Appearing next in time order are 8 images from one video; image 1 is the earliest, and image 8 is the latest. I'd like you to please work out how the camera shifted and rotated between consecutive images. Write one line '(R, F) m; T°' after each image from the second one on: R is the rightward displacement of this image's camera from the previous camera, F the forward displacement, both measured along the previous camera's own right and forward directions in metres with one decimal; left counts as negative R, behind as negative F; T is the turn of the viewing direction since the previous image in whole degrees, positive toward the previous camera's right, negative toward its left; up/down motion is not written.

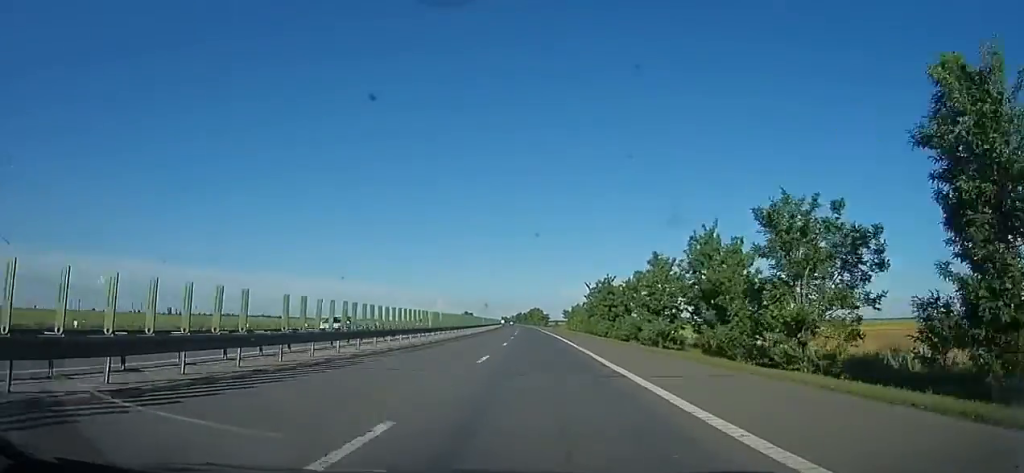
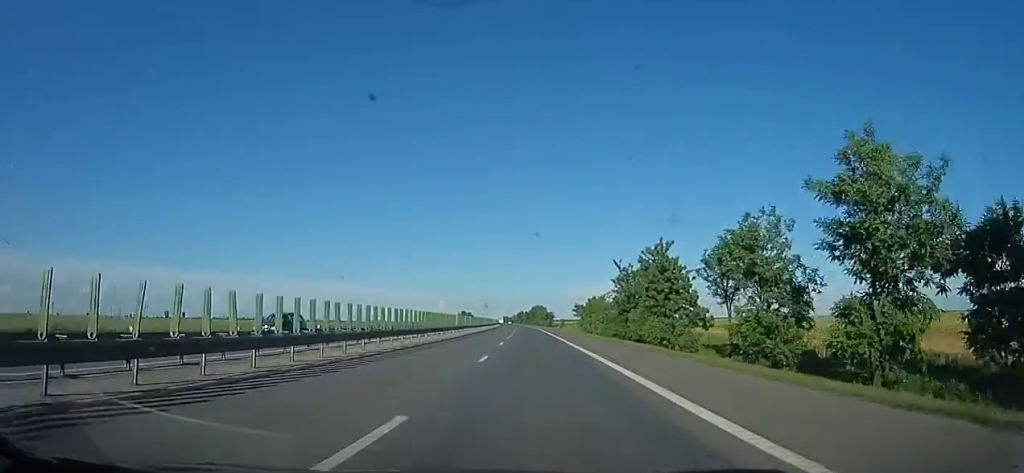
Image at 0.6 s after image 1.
(-0.7, +23.4) m; -2°
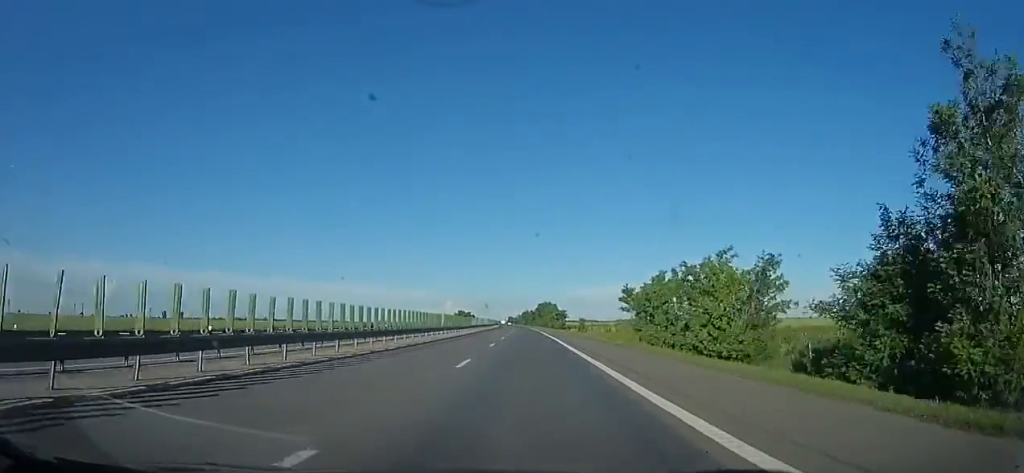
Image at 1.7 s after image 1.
(-0.3, +37.6) m; -1°
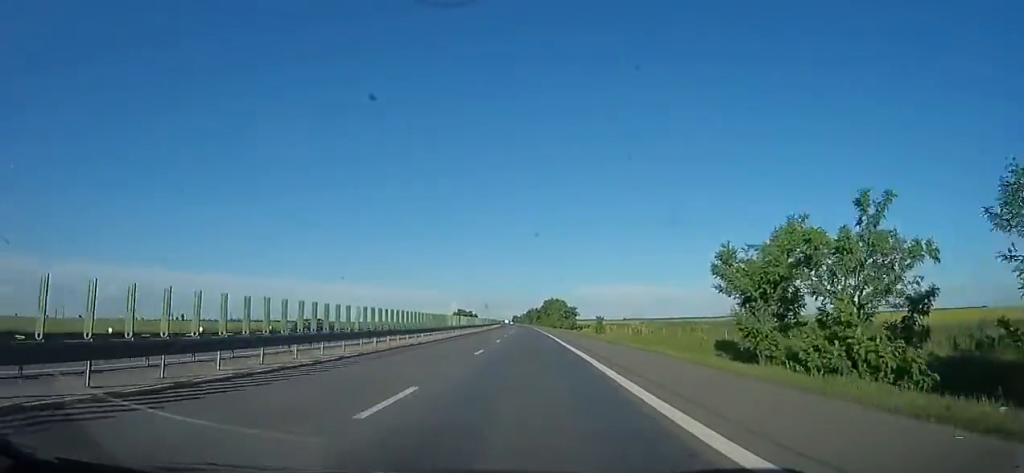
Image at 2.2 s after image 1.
(0.0, +19.1) m; 0°
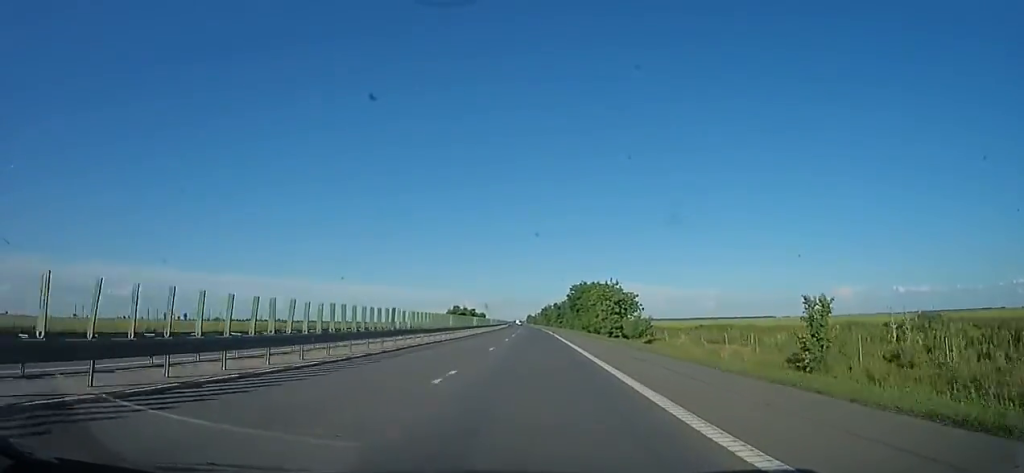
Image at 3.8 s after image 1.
(0.0, +56.5) m; 0°
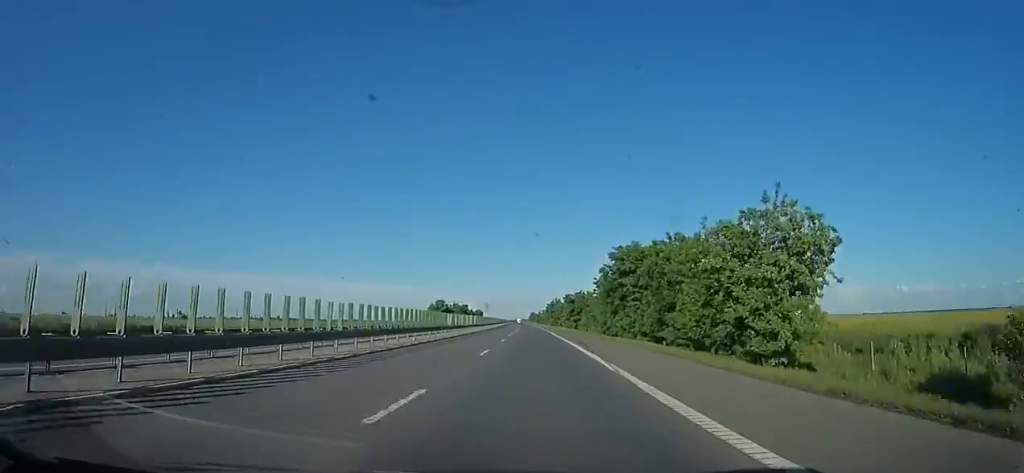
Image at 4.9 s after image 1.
(-0.3, +39.2) m; -2°
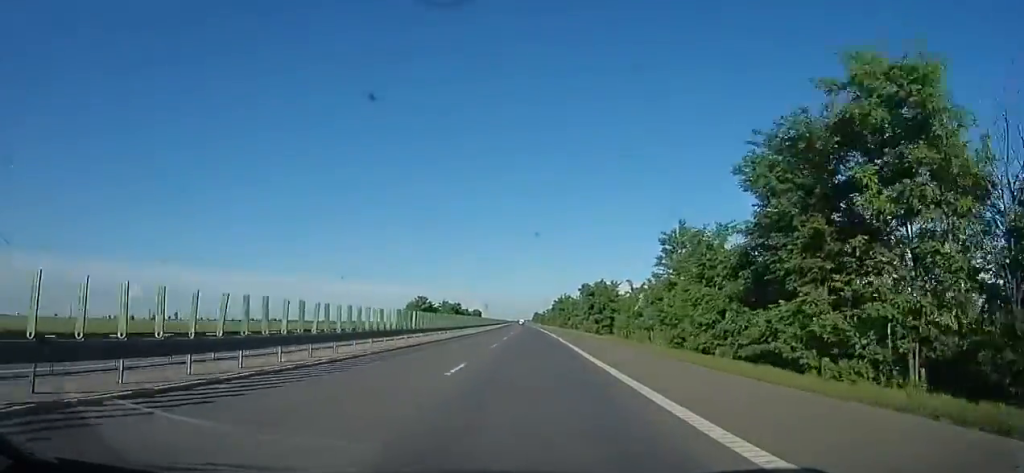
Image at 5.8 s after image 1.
(-1.3, +29.6) m; 0°
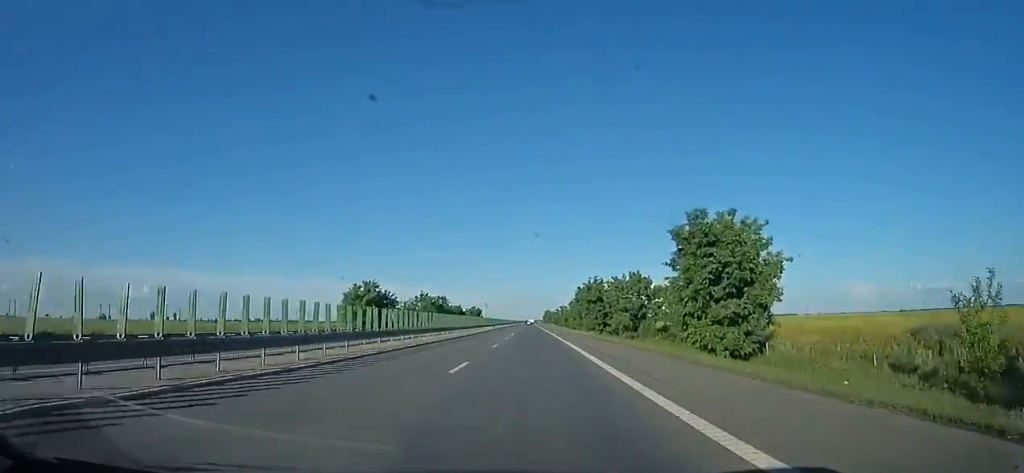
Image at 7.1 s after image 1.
(+1.1, +46.9) m; -1°
